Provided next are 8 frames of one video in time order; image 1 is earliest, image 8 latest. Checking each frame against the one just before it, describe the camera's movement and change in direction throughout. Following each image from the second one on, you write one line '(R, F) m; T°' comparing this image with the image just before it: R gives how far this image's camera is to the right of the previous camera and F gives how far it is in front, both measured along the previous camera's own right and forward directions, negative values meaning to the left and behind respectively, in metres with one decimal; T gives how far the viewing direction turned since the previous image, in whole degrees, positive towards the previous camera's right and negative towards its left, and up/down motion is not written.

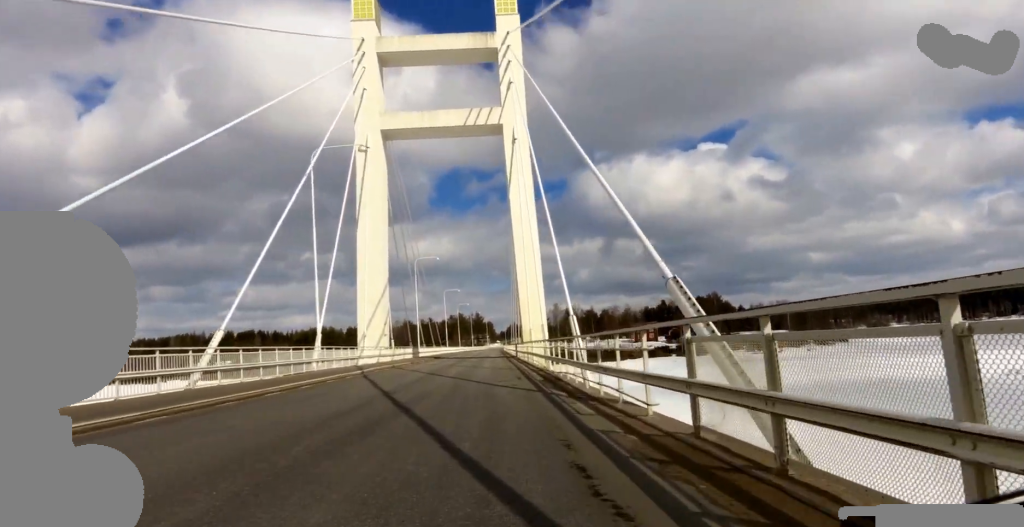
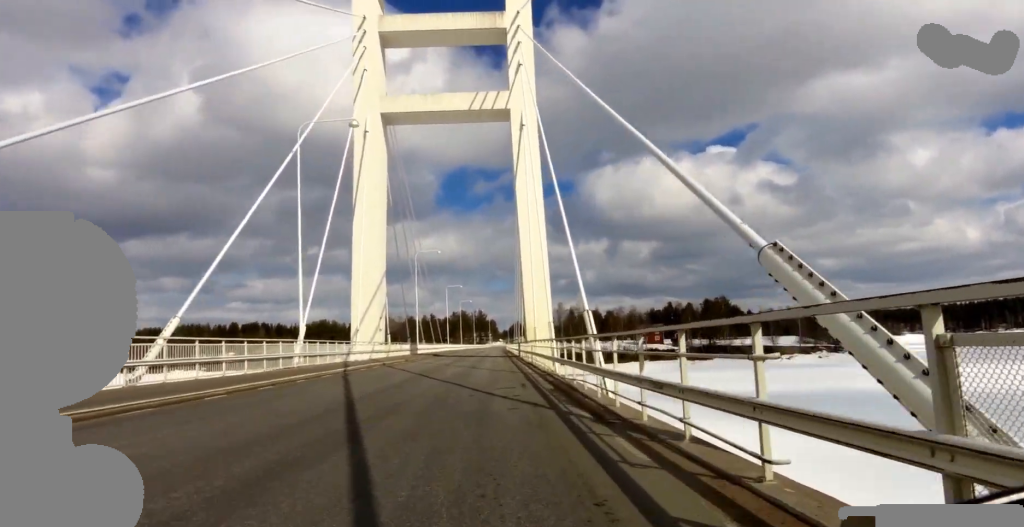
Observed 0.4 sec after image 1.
(0.0, +3.6) m; 0°
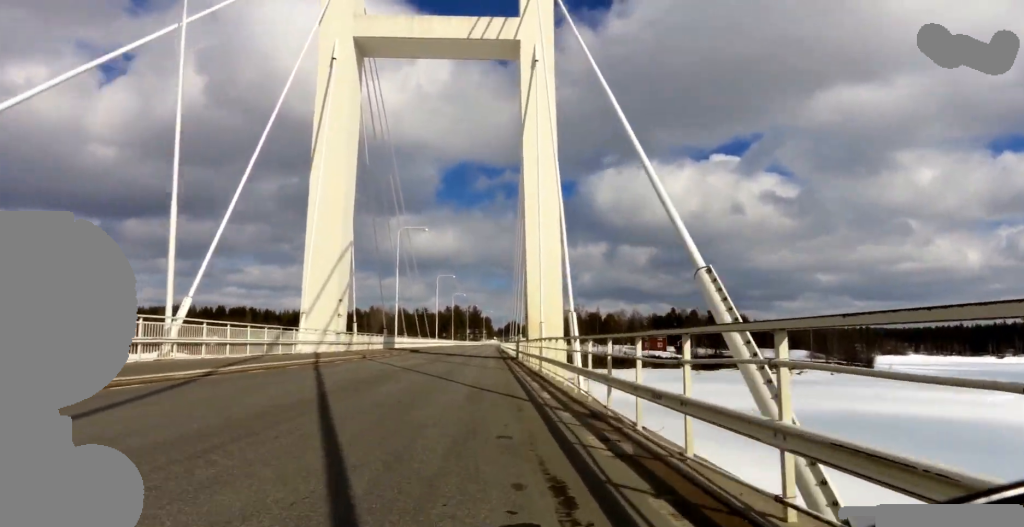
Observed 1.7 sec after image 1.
(+0.1, +11.7) m; +3°
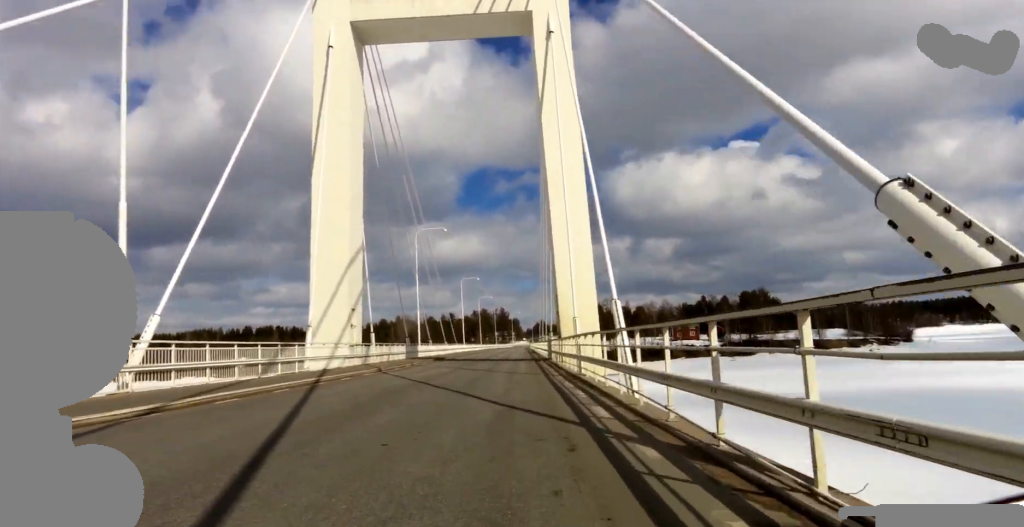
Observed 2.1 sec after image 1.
(+0.2, +3.5) m; 0°
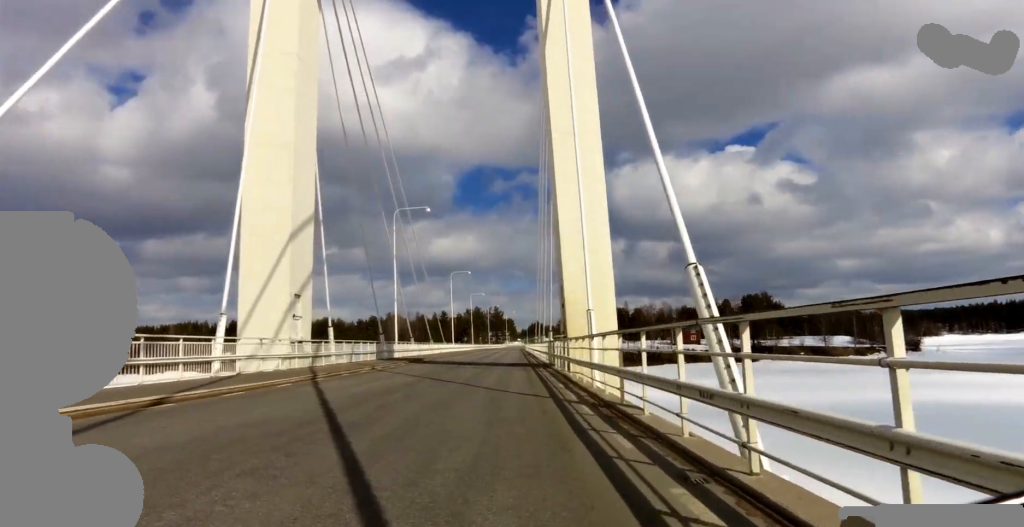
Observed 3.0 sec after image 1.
(0.0, +8.0) m; -1°
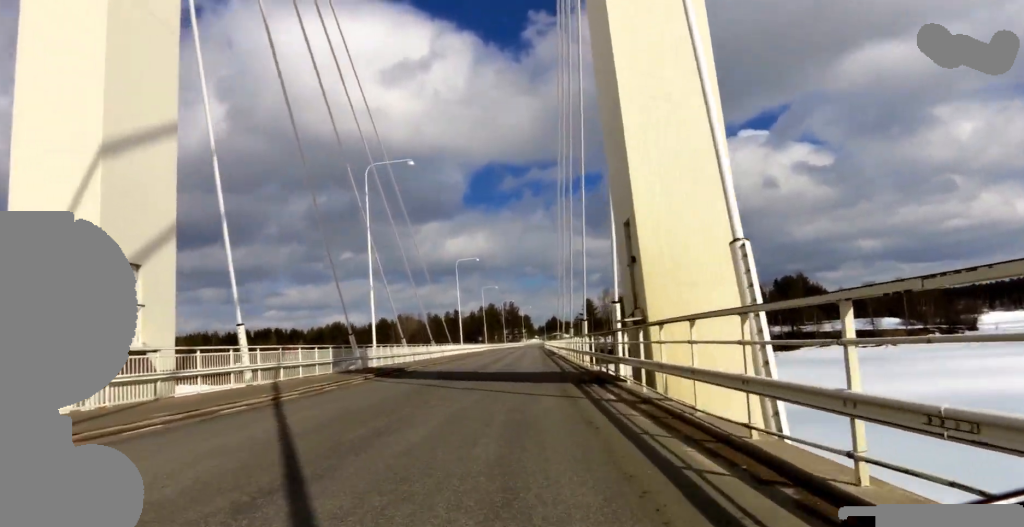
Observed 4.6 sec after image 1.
(-0.4, +12.9) m; +1°
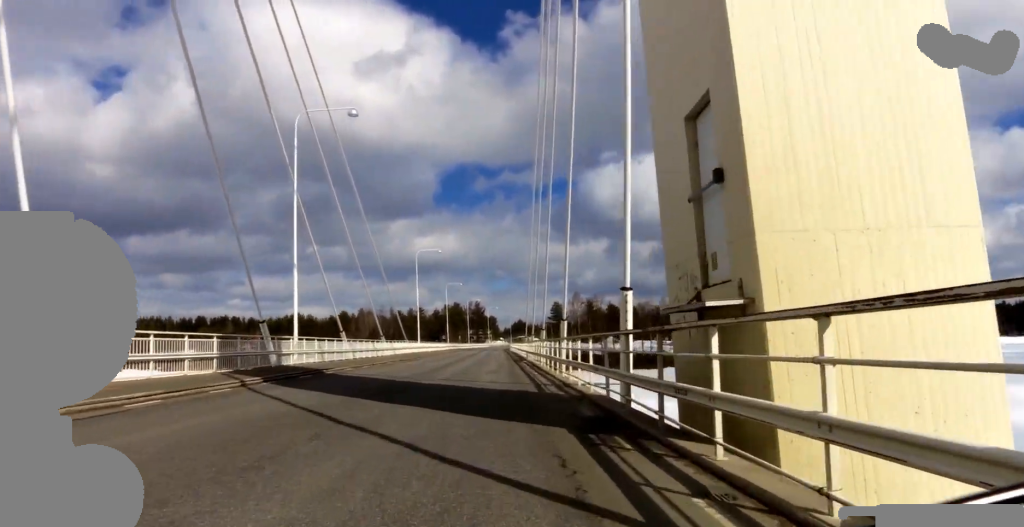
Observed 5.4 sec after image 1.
(+0.3, +7.6) m; -2°
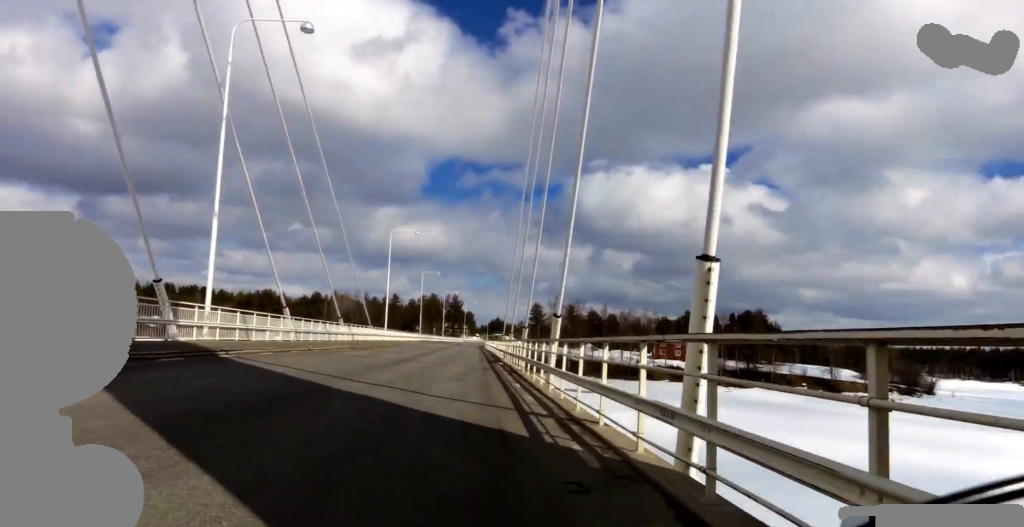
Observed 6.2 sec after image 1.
(-0.4, +6.5) m; -1°
